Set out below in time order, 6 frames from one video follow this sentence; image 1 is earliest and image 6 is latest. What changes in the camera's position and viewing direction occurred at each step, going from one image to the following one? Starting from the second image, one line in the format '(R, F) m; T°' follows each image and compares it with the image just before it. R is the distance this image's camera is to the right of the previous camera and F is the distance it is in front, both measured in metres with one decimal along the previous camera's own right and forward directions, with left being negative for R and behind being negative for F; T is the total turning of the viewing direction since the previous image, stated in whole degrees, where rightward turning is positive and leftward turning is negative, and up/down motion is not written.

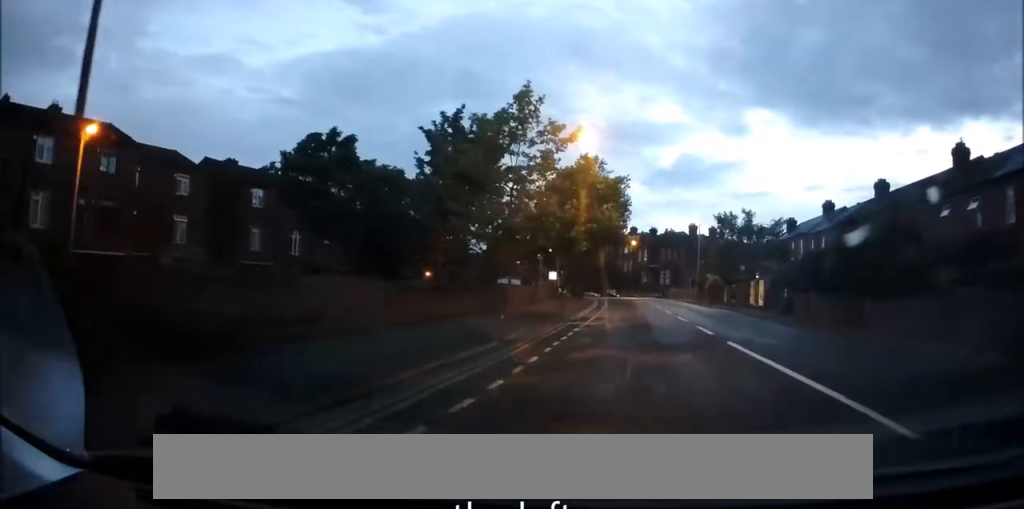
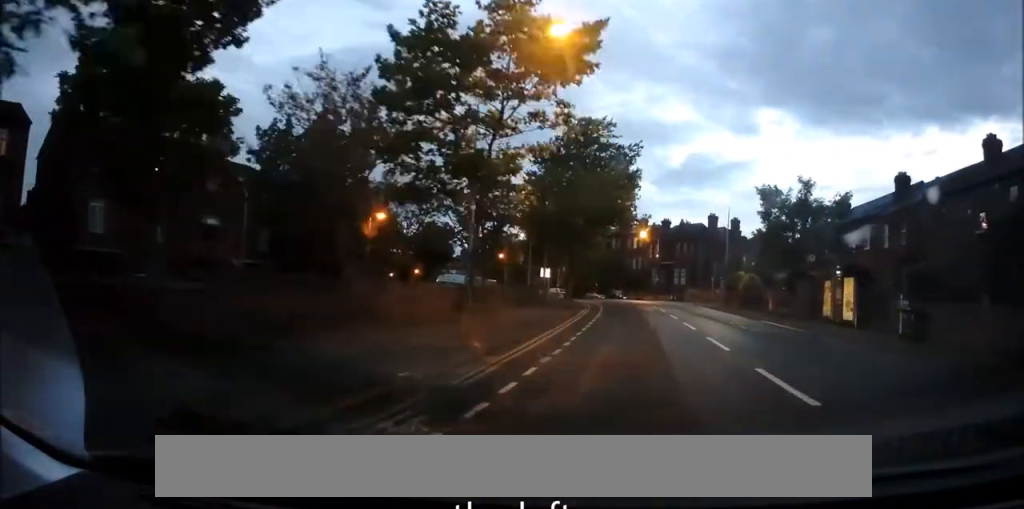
(+0.3, +16.2) m; -2°
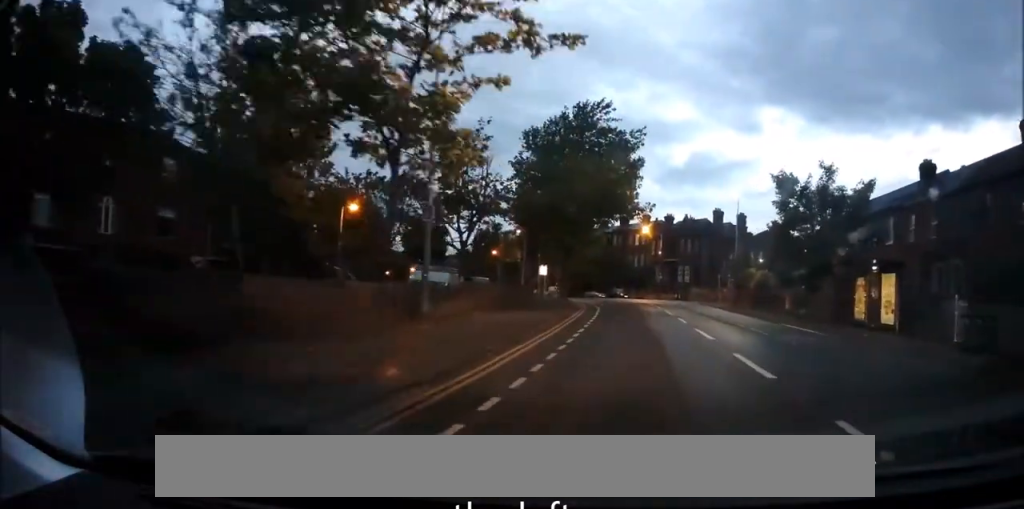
(-0.5, +4.0) m; 0°
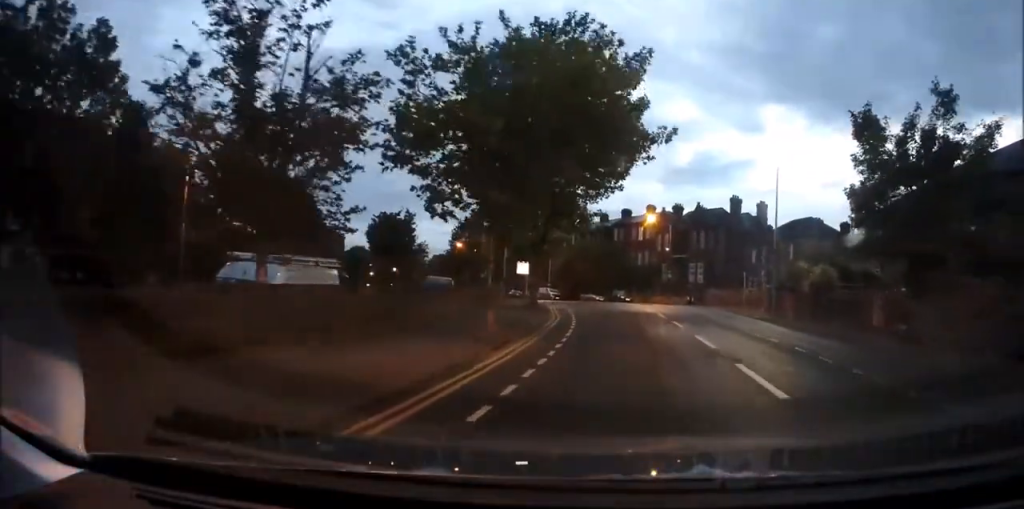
(+0.6, +13.6) m; -1°
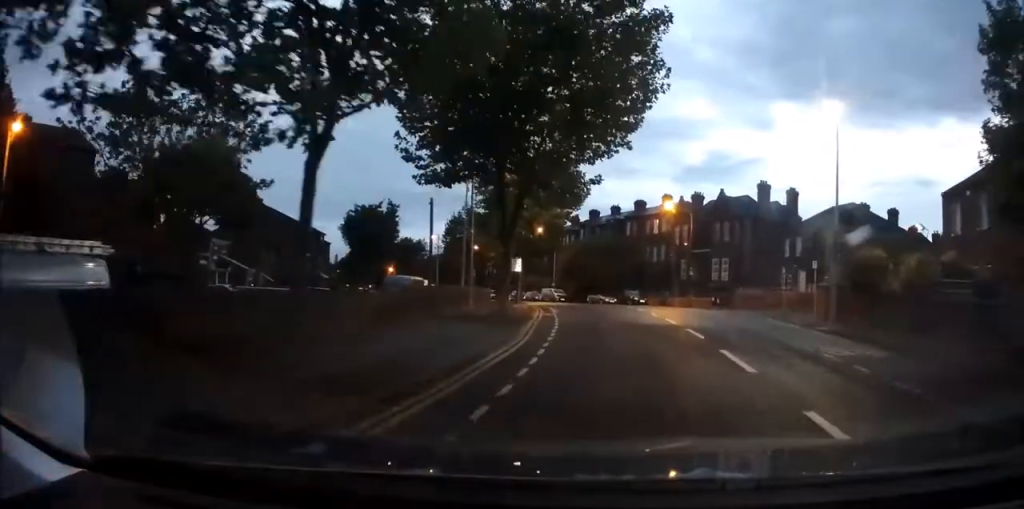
(-0.7, +9.9) m; -3°
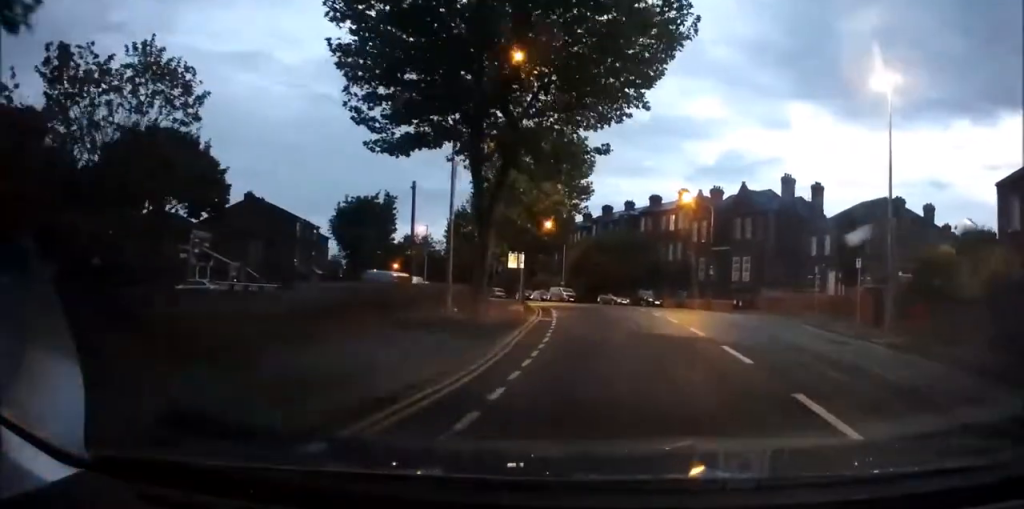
(+0.3, +5.0) m; 0°
